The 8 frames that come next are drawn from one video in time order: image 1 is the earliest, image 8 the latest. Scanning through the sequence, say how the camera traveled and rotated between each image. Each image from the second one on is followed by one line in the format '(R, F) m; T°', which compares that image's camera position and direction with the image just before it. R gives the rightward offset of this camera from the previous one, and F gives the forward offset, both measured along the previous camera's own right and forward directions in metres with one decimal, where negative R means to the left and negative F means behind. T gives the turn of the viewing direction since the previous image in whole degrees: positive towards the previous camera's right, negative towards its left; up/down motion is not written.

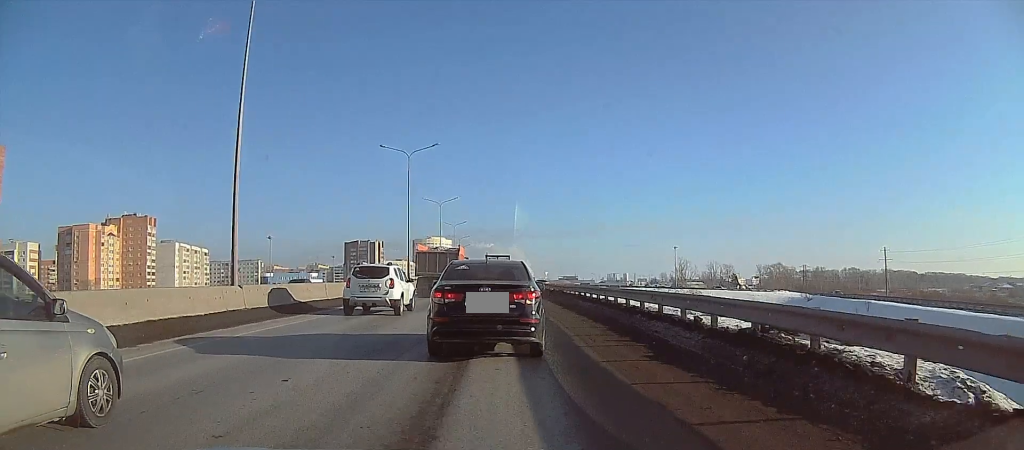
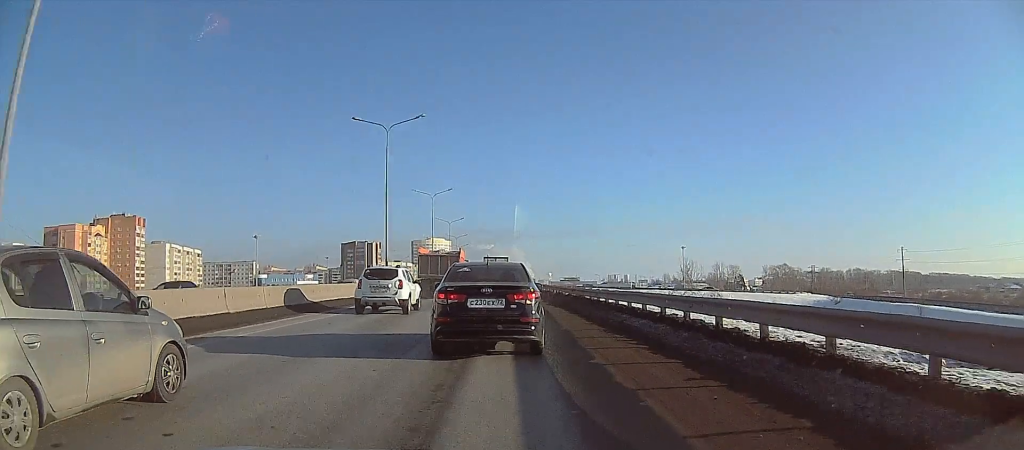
(-0.5, +10.2) m; 0°
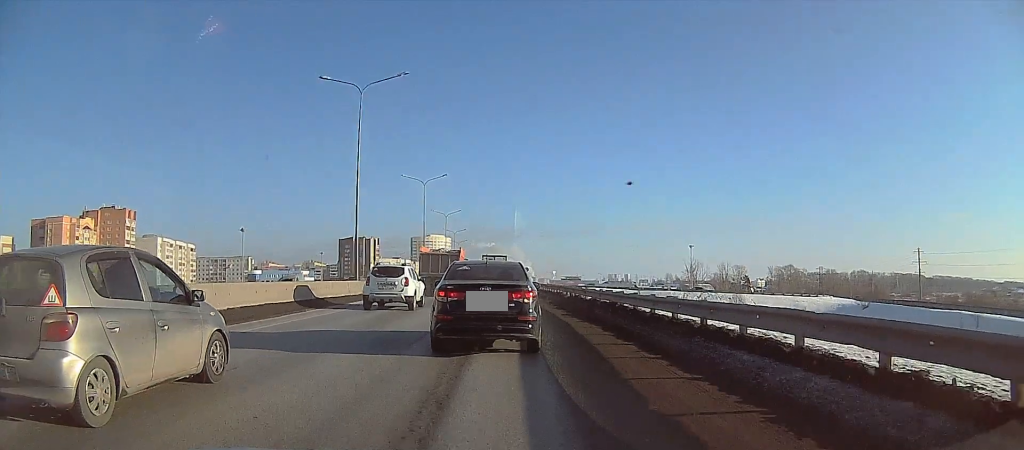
(+0.4, +9.1) m; +1°
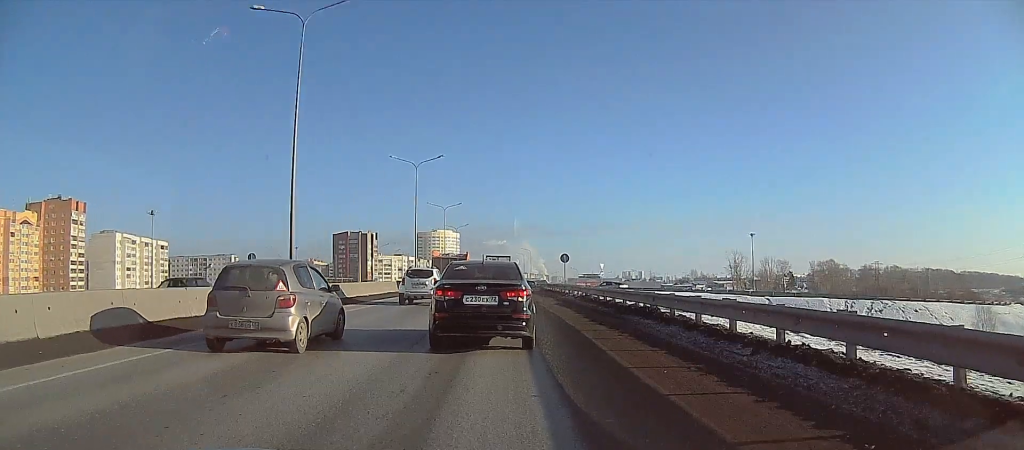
(-0.1, +46.8) m; -1°
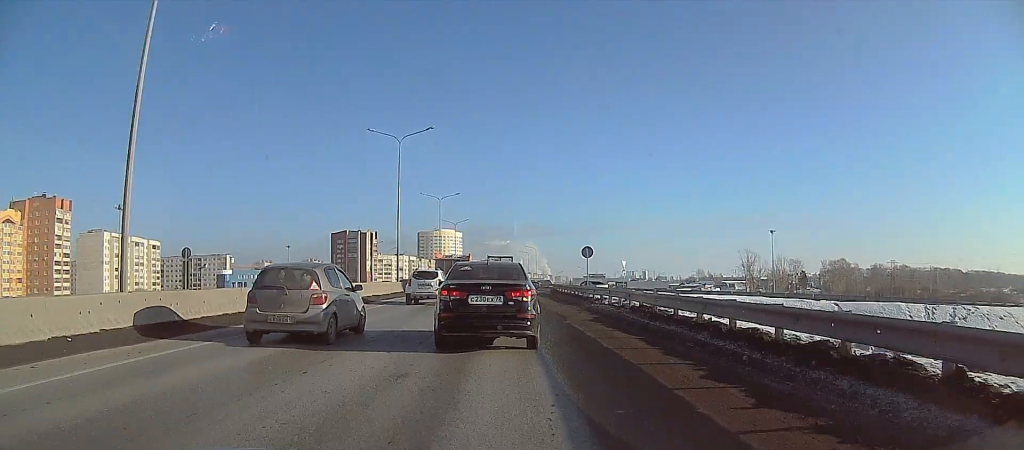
(0.0, +11.6) m; 0°
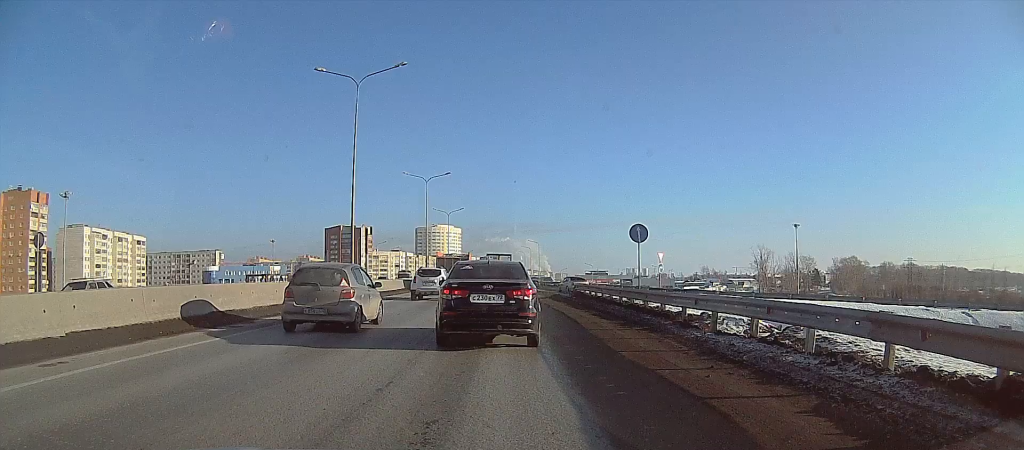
(0.0, +14.6) m; 0°
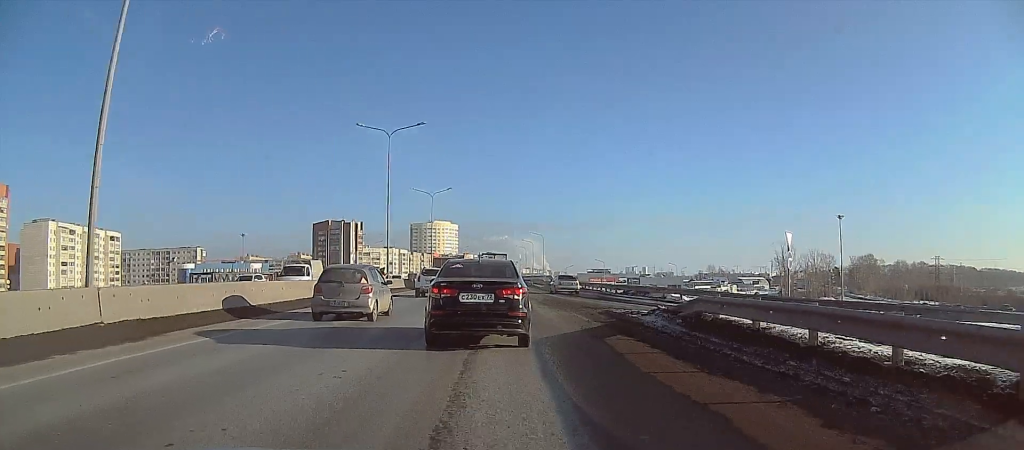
(0.0, +22.2) m; 0°
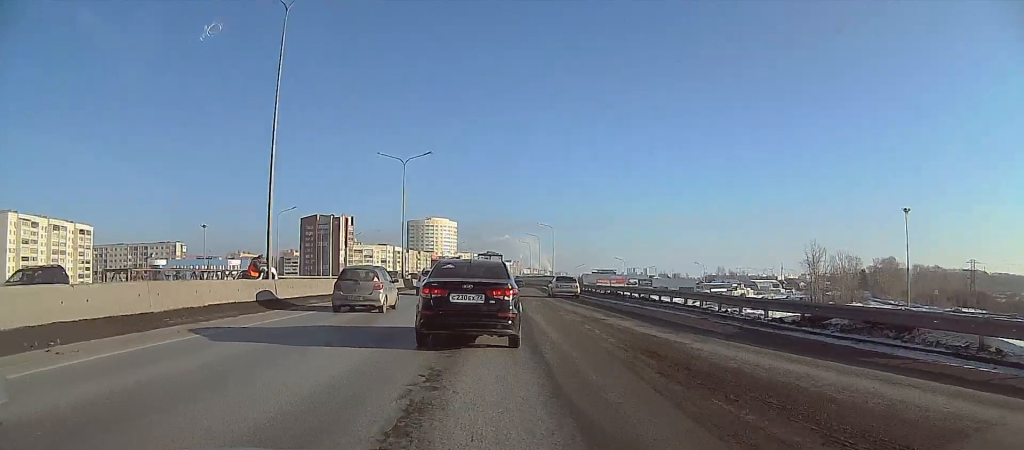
(0.0, +24.4) m; 0°
